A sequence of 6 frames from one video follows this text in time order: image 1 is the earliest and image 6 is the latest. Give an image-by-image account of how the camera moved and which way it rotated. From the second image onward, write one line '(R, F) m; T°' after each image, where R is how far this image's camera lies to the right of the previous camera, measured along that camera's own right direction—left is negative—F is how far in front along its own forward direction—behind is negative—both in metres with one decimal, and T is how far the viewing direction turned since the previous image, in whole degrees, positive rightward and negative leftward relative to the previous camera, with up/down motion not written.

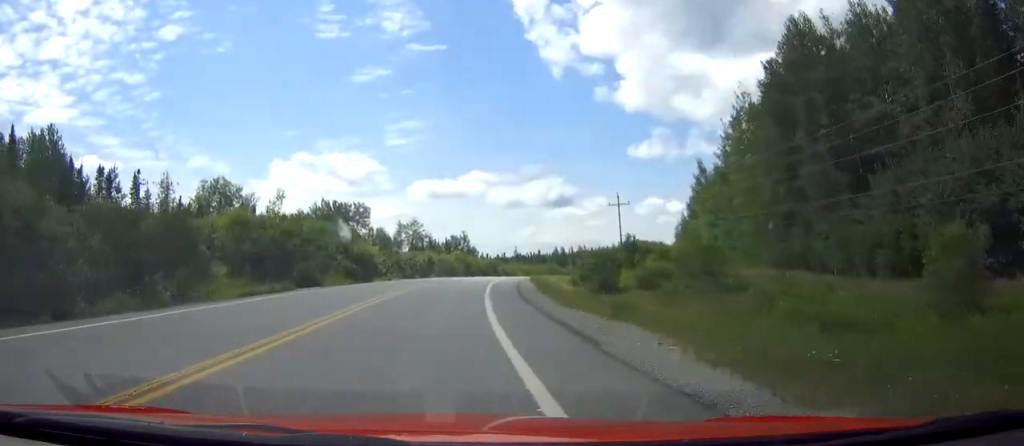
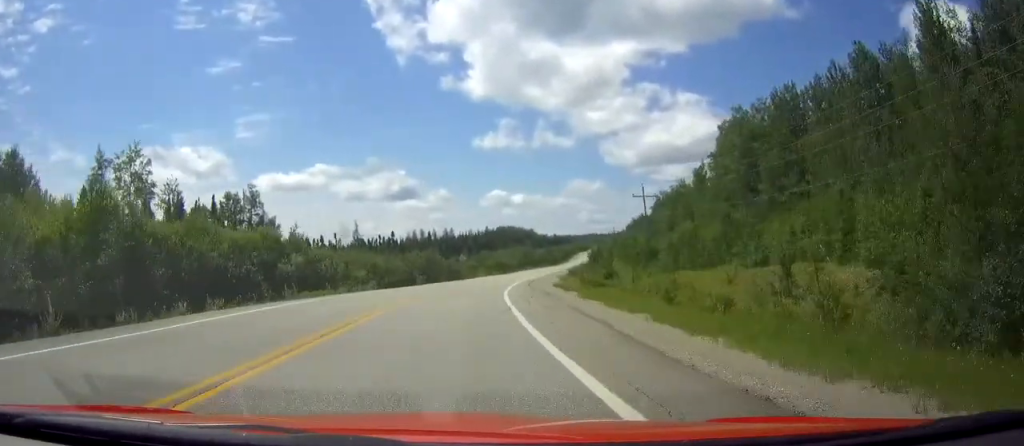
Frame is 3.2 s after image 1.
(+9.7, +98.5) m; +12°
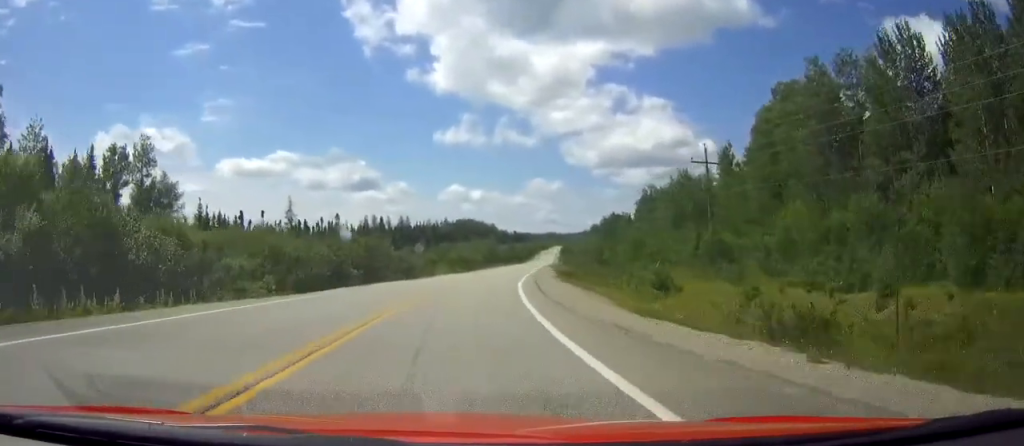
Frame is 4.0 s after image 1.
(+0.7, +26.1) m; +5°
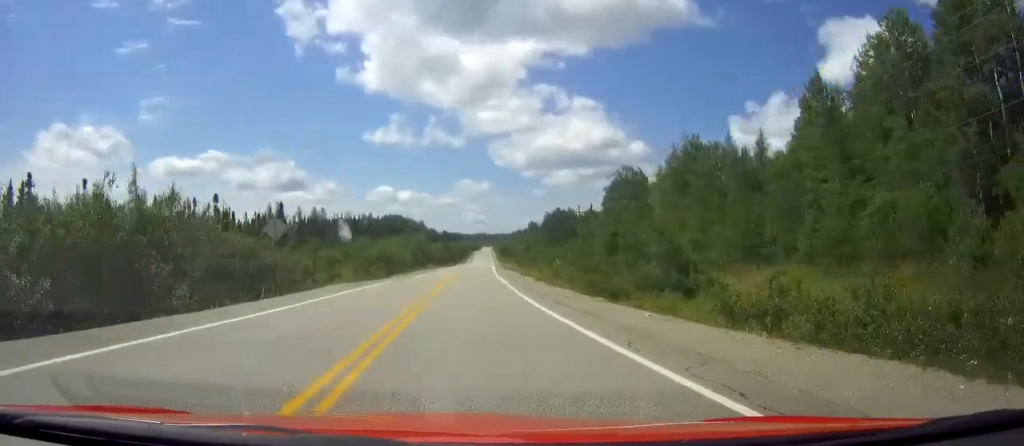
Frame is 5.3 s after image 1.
(+2.3, +39.0) m; +5°
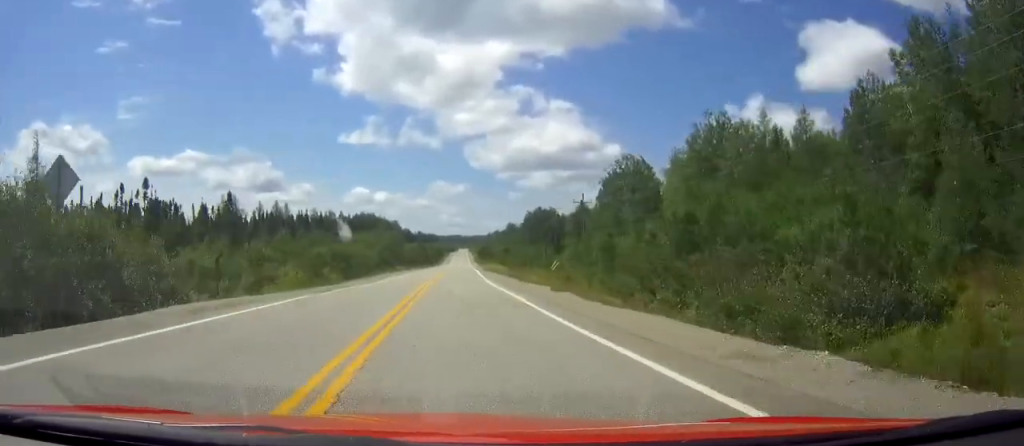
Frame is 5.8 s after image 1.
(-0.5, +18.0) m; +2°
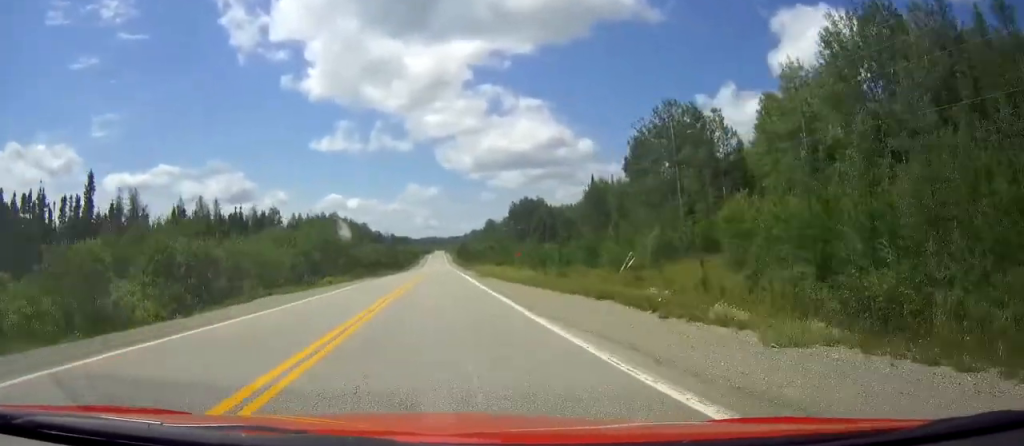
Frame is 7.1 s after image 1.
(+2.6, +39.3) m; +5°
